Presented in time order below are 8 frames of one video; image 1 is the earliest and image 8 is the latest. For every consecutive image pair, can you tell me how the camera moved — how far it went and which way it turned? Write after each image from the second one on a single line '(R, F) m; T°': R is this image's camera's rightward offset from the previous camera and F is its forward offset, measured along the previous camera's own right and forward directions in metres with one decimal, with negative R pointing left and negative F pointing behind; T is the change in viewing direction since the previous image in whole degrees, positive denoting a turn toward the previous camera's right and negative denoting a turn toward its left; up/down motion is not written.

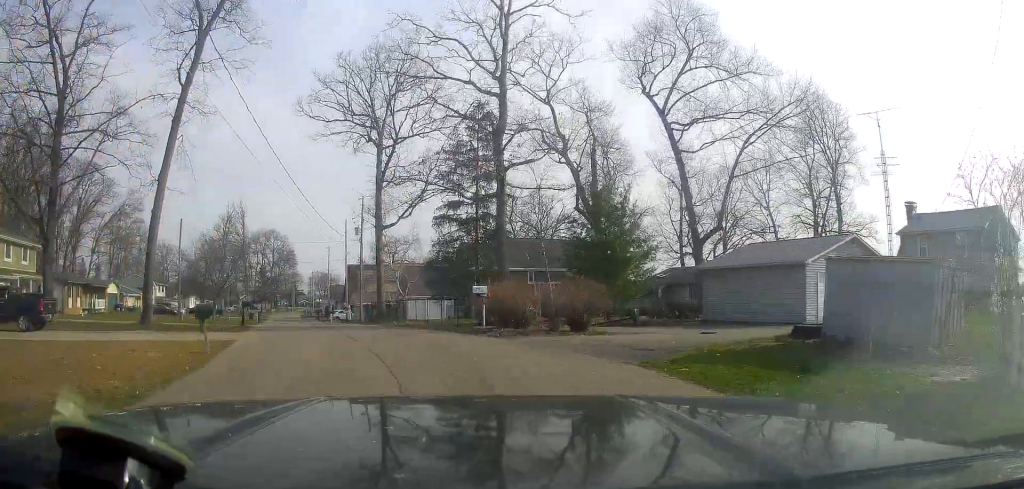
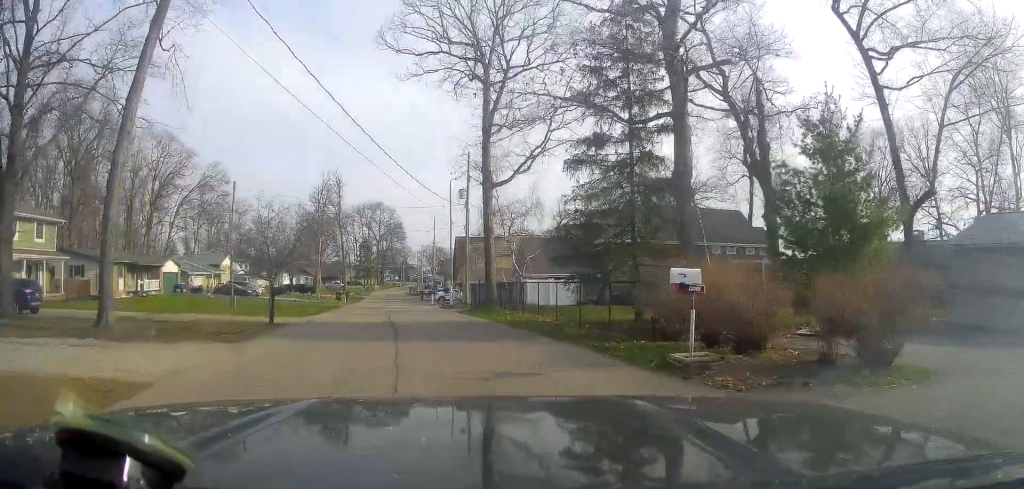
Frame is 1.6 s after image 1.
(-0.6, +10.9) m; -9°
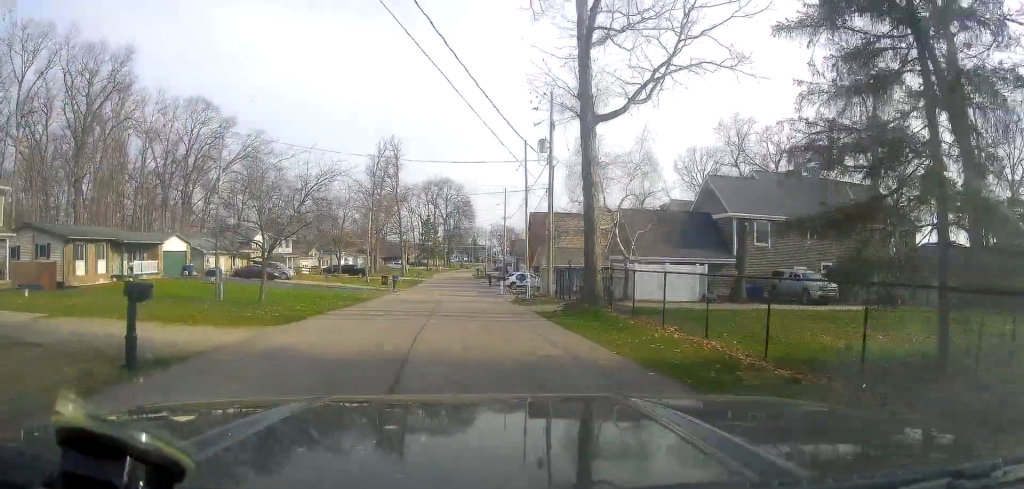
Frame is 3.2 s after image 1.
(-0.7, +11.7) m; -5°
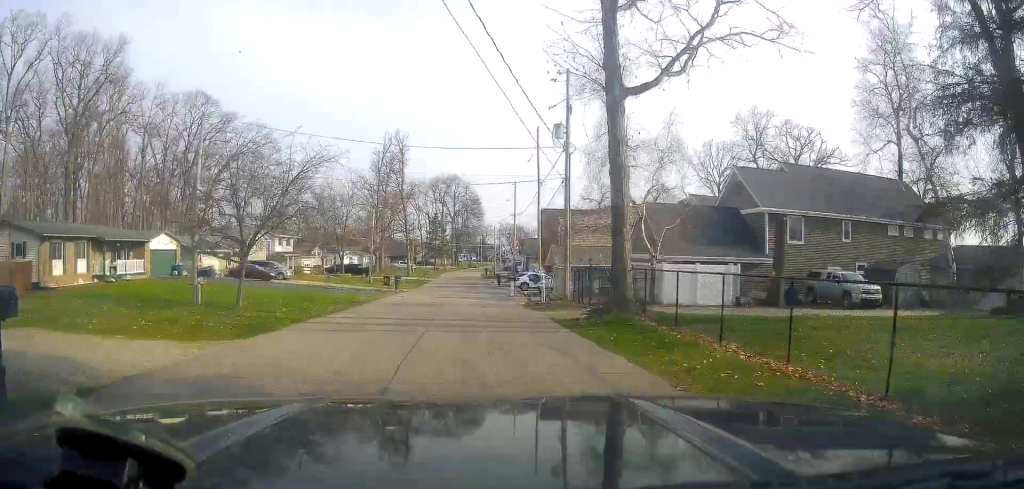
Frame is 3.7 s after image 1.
(-0.2, +3.3) m; -3°
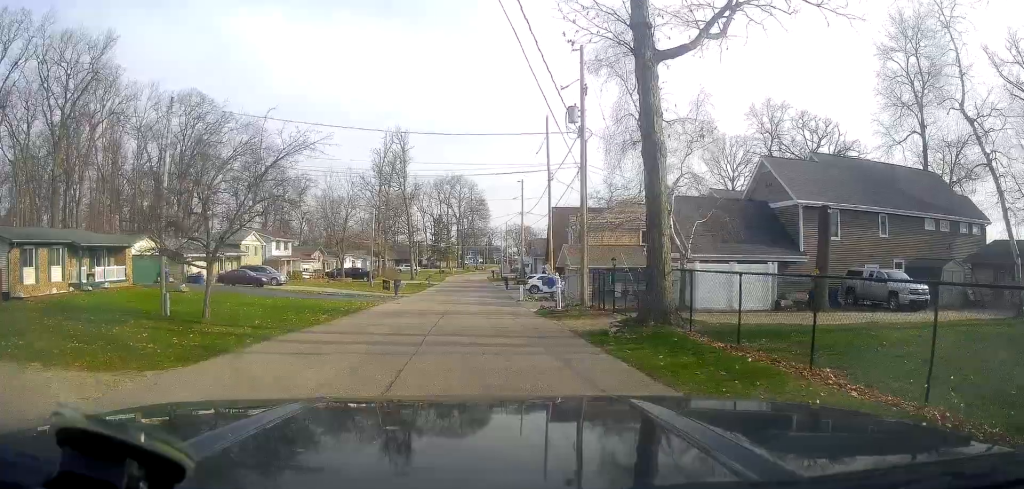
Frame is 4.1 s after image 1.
(0.0, +3.3) m; -3°
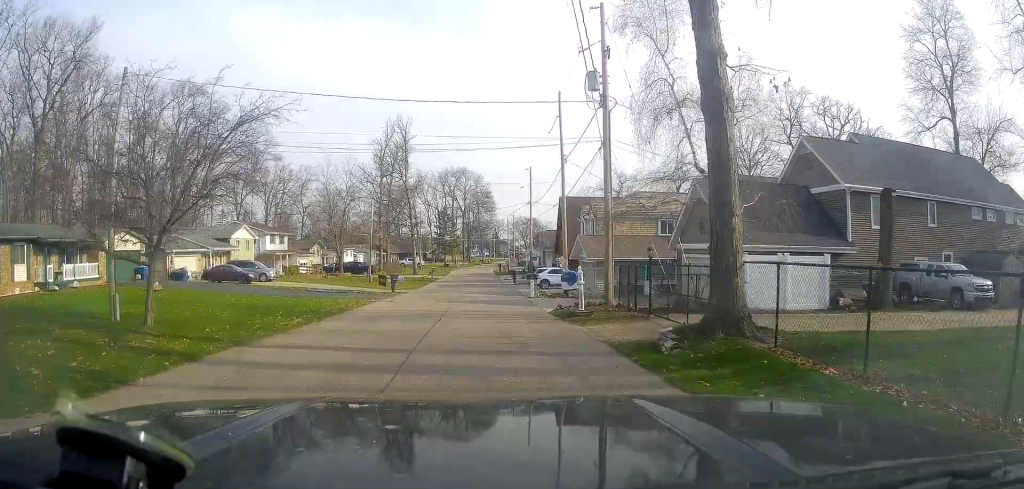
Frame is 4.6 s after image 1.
(-0.2, +3.9) m; +1°
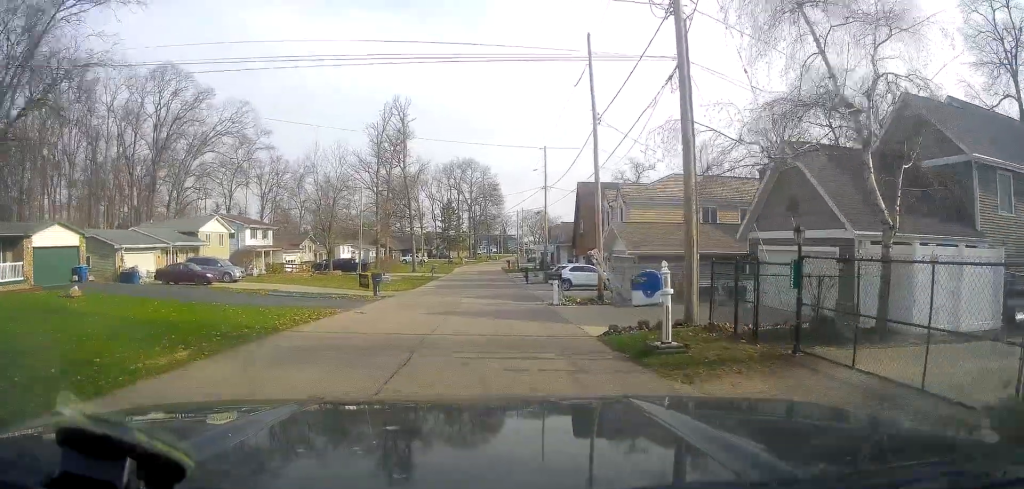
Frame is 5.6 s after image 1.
(+0.1, +7.8) m; +2°
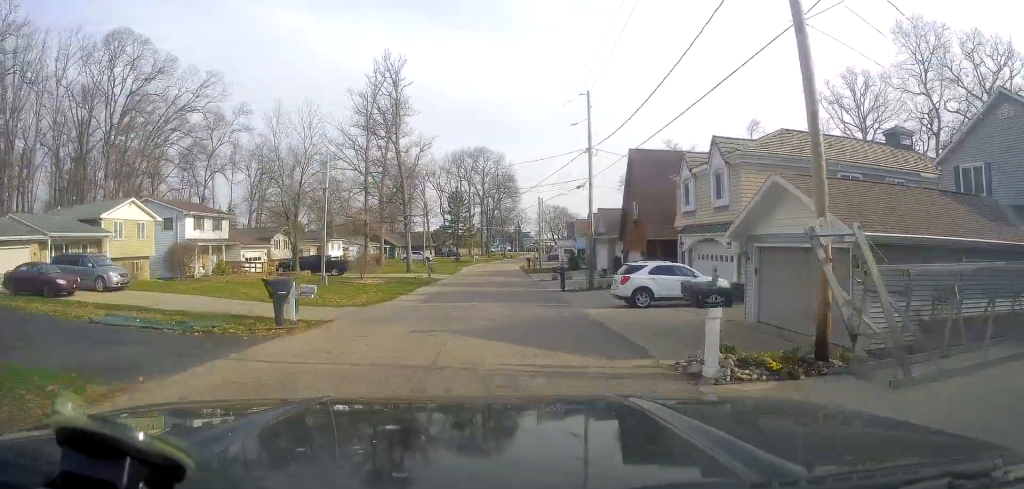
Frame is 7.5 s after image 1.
(-0.6, +15.5) m; -4°
